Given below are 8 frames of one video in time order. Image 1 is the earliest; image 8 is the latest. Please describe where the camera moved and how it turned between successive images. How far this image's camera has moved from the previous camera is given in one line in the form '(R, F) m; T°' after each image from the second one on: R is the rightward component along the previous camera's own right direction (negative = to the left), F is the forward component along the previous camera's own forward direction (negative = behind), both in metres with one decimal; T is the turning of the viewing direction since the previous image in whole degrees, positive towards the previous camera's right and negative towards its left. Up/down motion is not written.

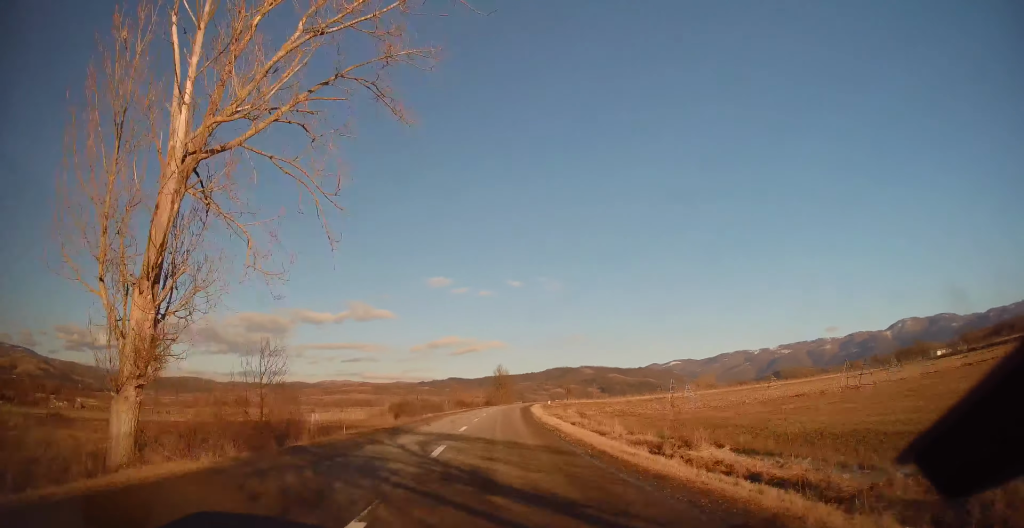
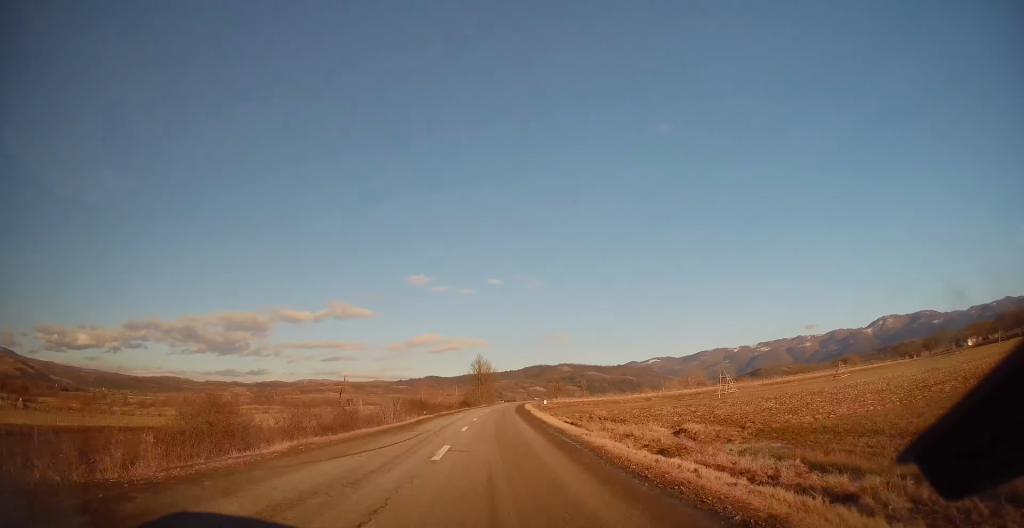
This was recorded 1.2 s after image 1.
(-0.2, +27.3) m; +1°
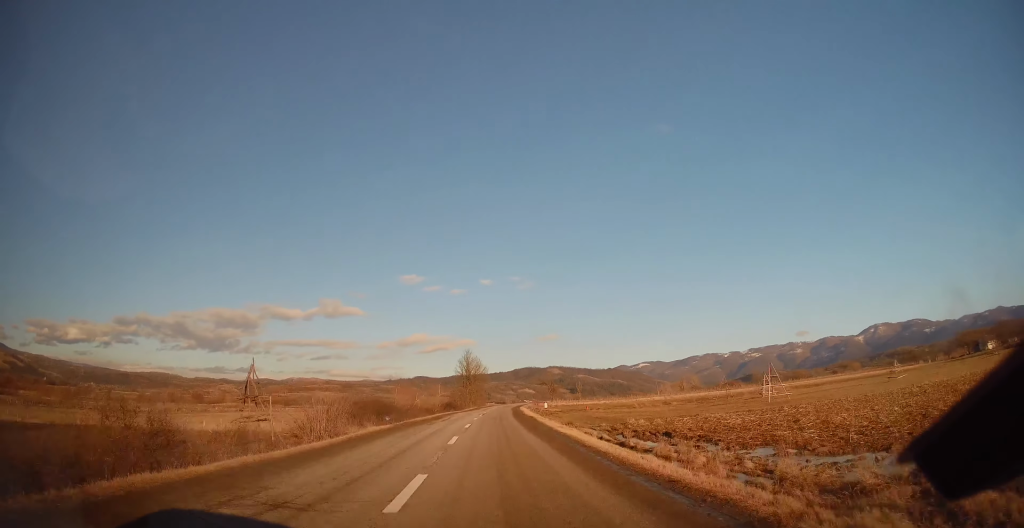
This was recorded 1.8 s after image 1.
(+0.3, +14.1) m; +1°
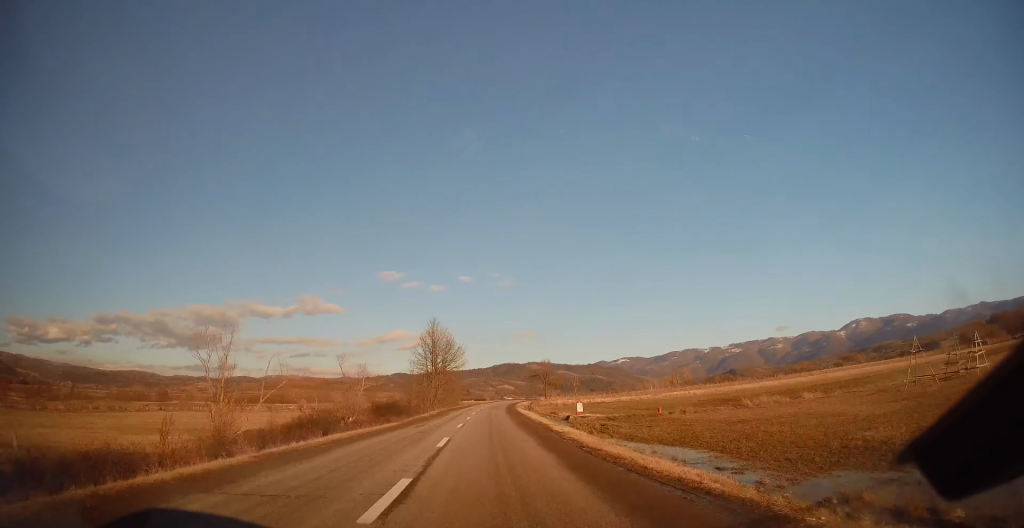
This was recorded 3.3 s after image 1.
(+1.0, +36.2) m; +2°
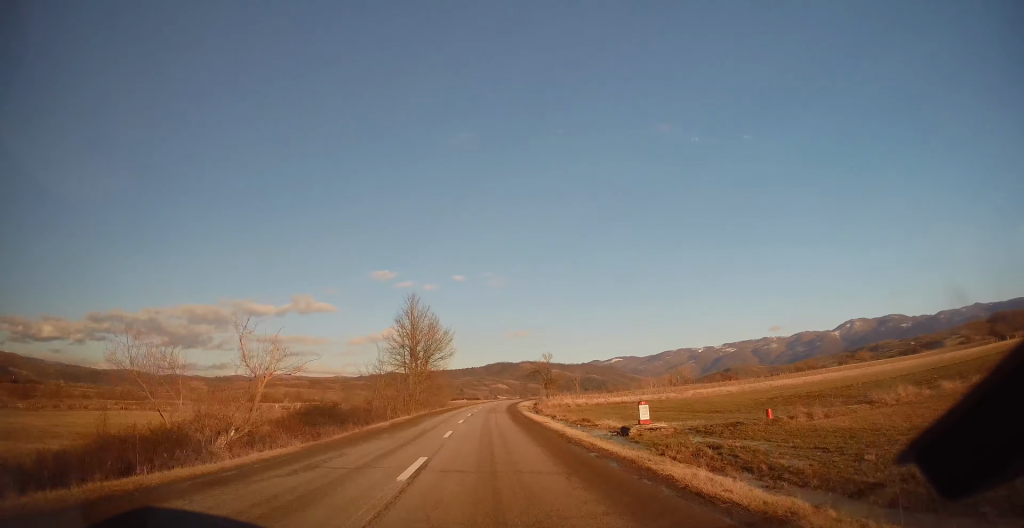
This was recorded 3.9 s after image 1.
(+0.1, +15.2) m; +1°
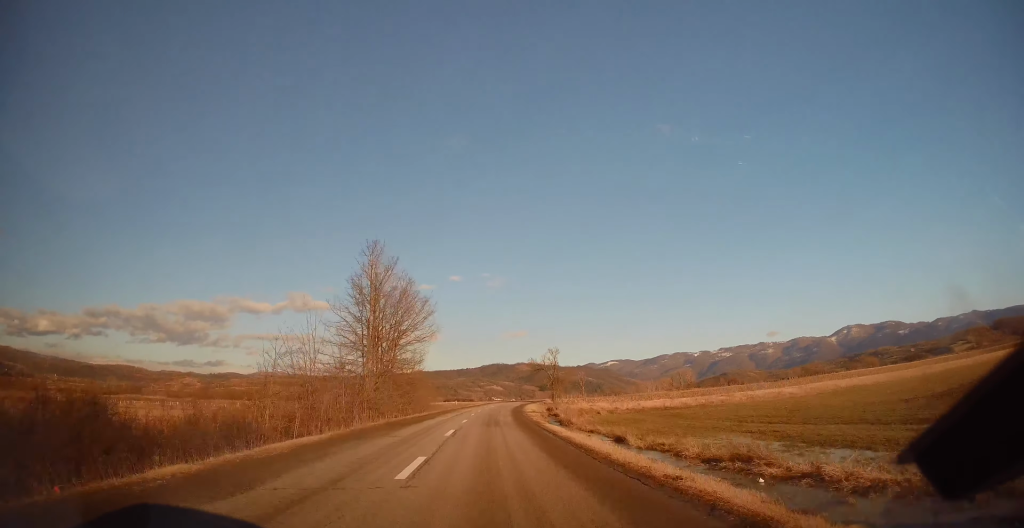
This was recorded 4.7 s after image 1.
(+0.2, +17.7) m; +1°
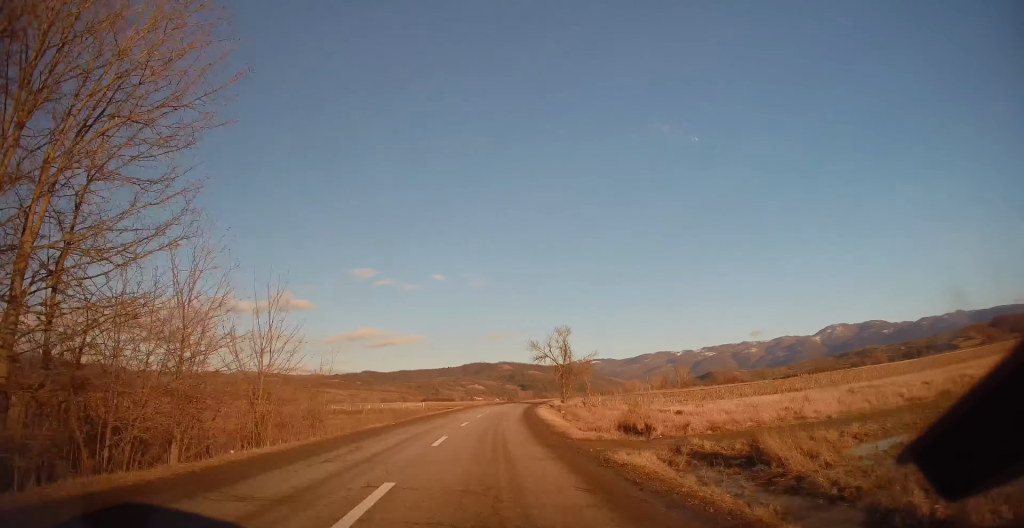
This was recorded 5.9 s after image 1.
(+0.5, +30.7) m; +2°
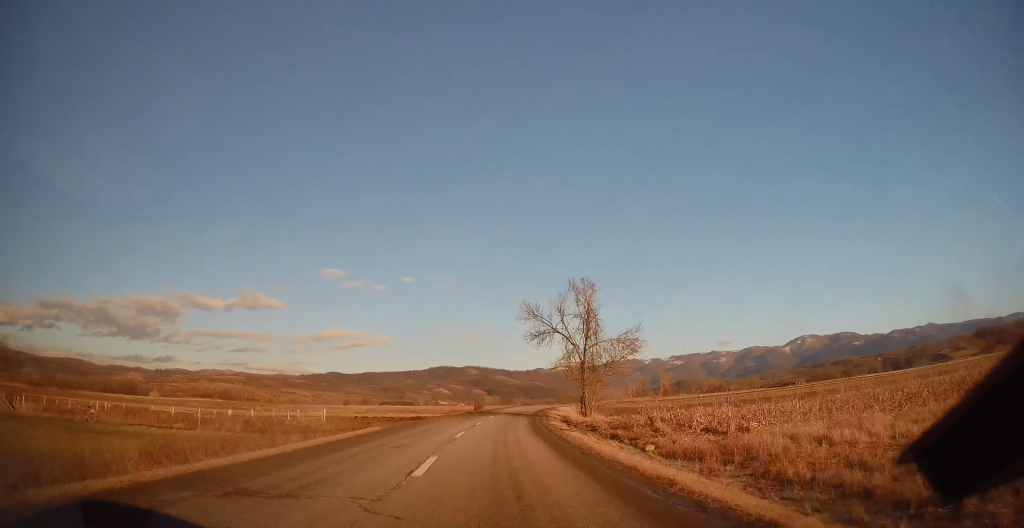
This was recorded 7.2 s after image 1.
(+1.1, +31.6) m; +3°
